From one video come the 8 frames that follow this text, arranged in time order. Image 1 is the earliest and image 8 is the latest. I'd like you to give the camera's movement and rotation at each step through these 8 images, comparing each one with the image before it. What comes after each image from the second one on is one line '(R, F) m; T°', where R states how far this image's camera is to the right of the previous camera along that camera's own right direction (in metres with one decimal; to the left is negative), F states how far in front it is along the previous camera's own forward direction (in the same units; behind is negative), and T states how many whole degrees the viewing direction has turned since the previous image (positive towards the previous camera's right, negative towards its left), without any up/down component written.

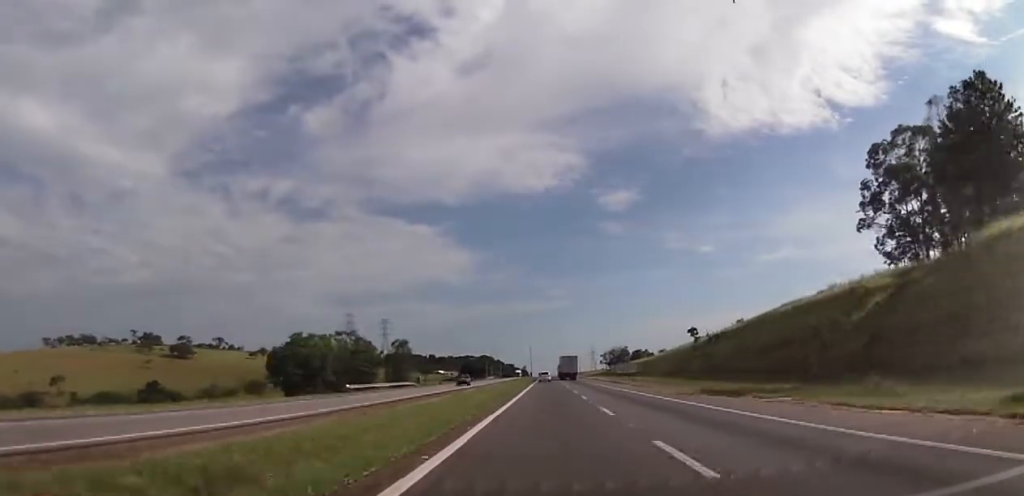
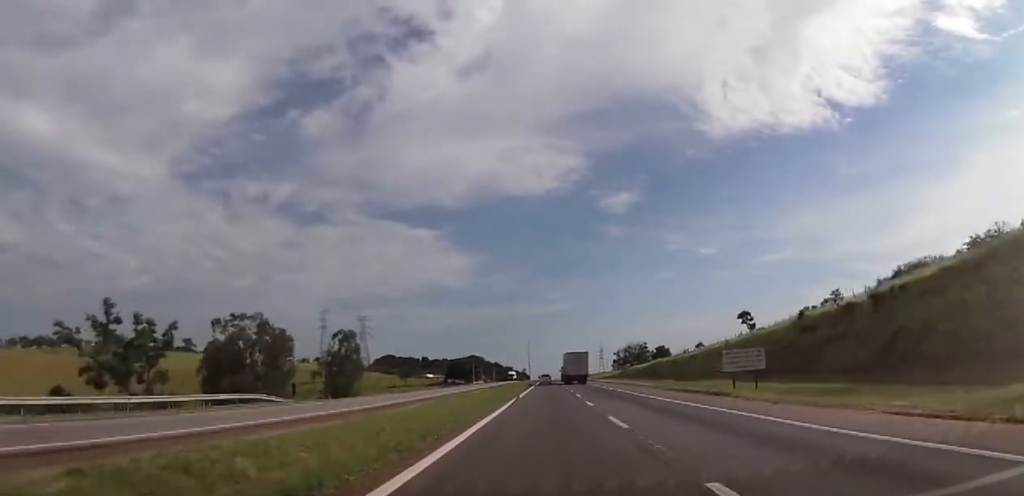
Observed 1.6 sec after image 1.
(0.0, +53.9) m; 0°
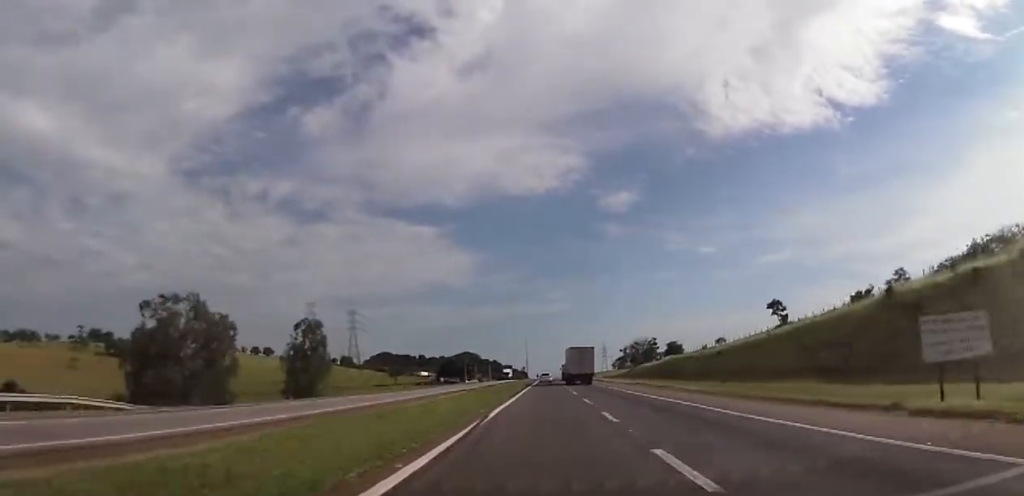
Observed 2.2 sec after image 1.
(0.0, +20.8) m; 0°
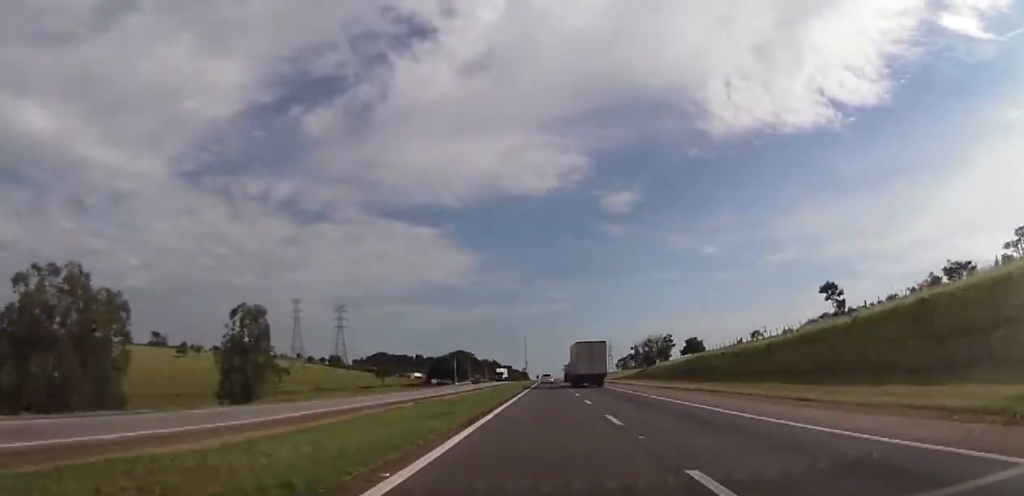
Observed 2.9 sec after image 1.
(-0.1, +25.5) m; 0°
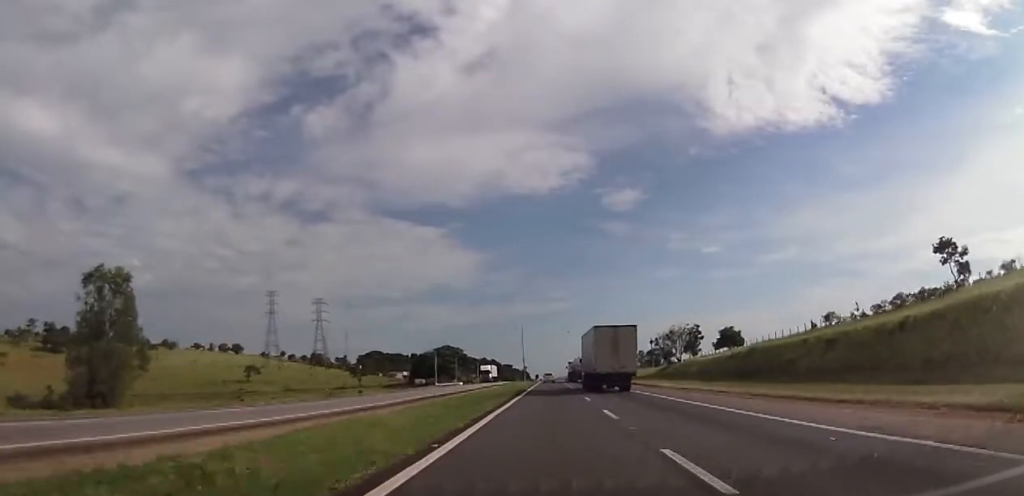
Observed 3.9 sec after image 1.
(0.0, +33.7) m; 0°
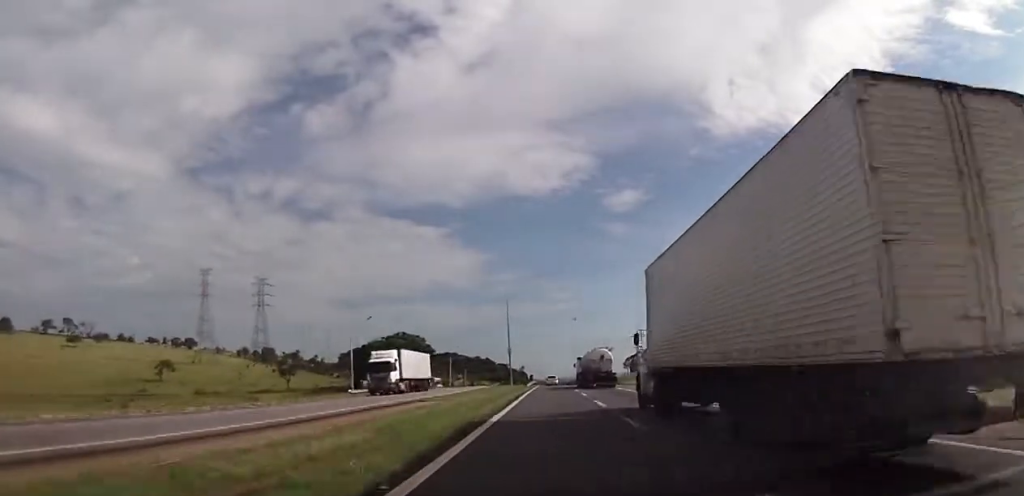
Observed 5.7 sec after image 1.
(0.0, +64.0) m; 0°
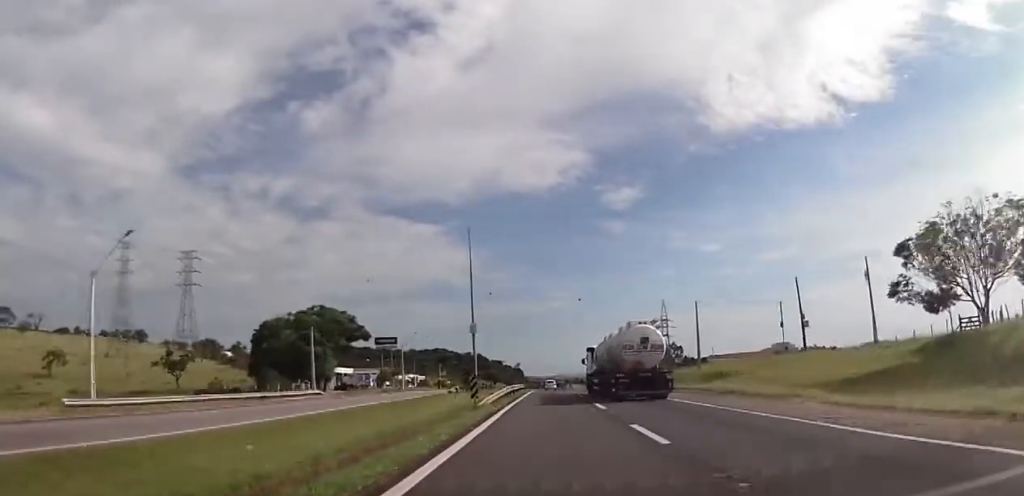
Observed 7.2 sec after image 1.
(0.0, +51.6) m; 0°
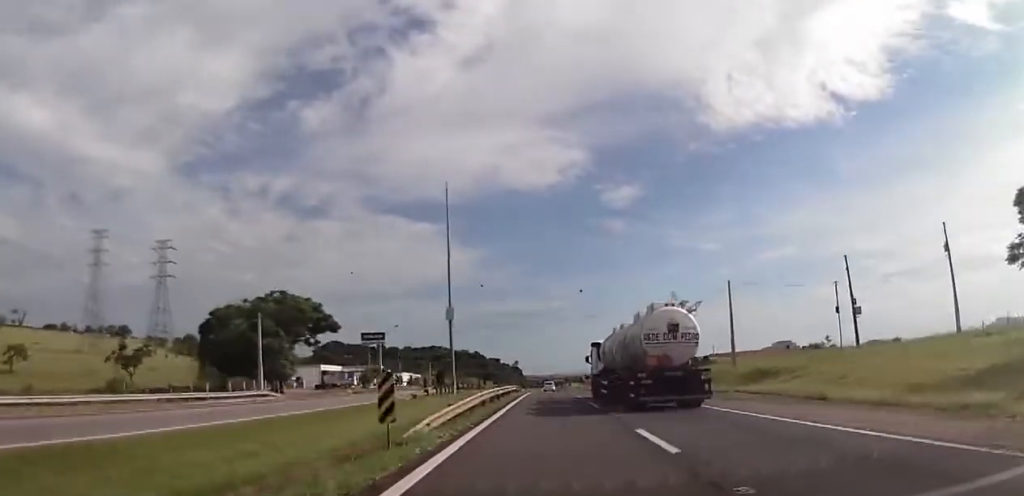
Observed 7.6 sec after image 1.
(0.0, +14.1) m; 0°
